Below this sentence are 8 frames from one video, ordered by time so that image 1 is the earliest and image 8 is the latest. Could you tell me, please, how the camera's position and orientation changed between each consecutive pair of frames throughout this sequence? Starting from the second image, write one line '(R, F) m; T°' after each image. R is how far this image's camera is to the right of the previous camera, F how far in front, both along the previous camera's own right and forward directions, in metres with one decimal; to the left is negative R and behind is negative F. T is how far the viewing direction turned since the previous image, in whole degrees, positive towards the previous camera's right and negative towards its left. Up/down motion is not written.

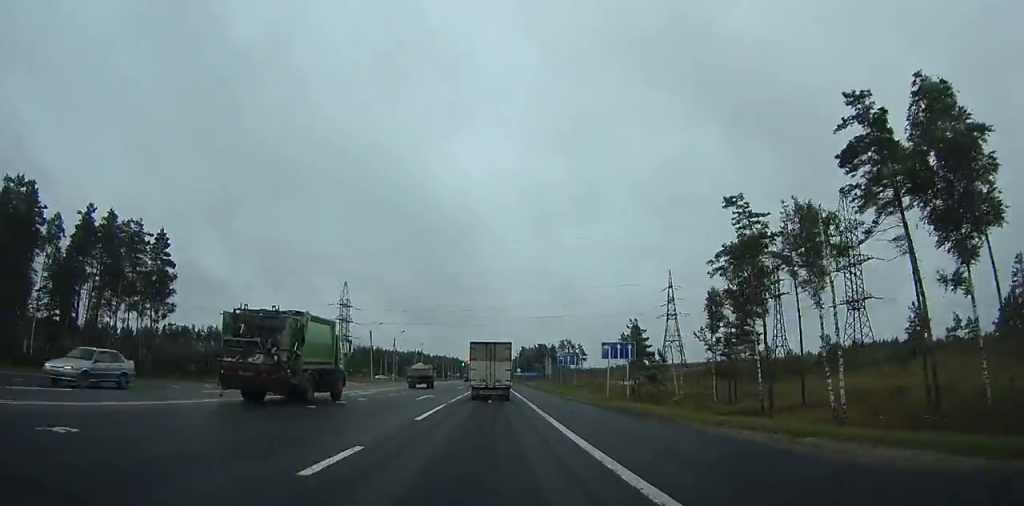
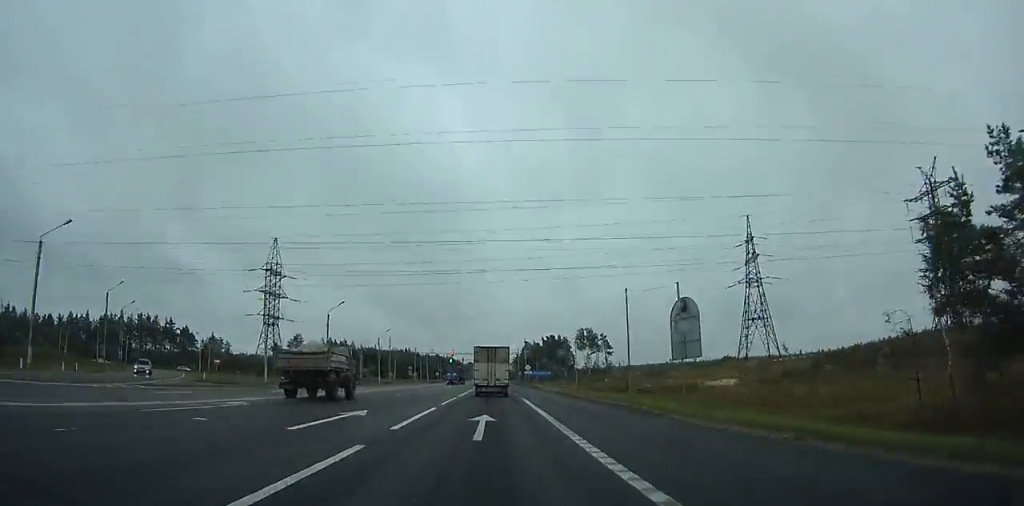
(-0.2, +60.4) m; 0°
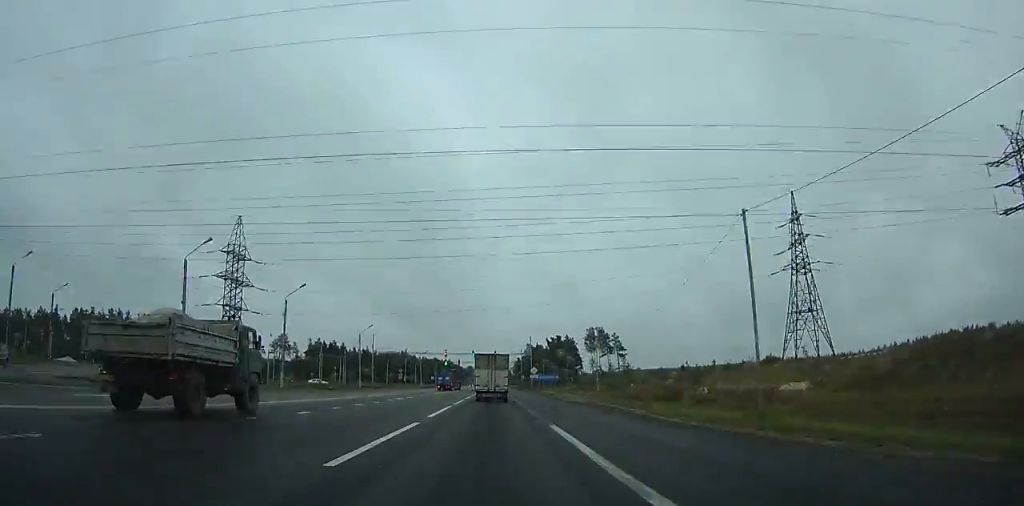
(0.0, +18.8) m; 0°
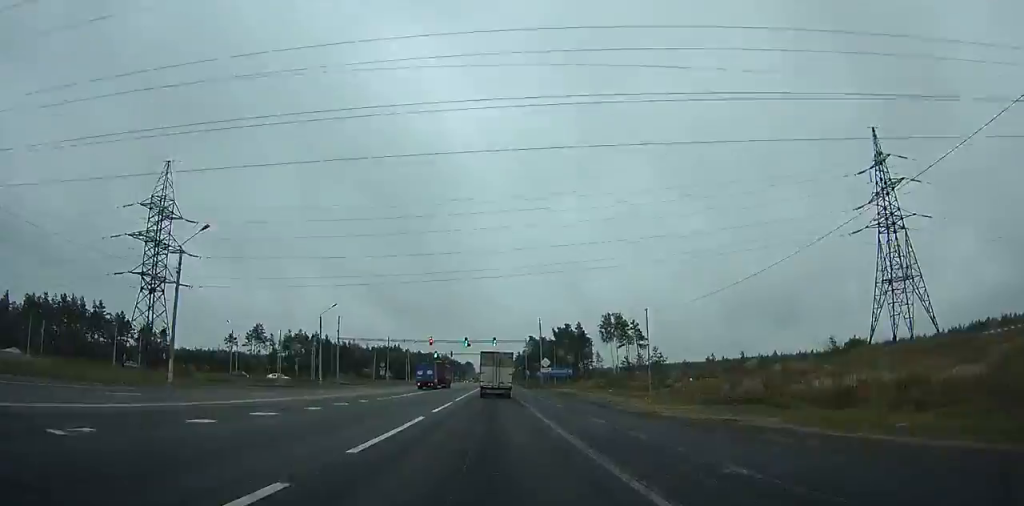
(0.0, +24.2) m; 0°
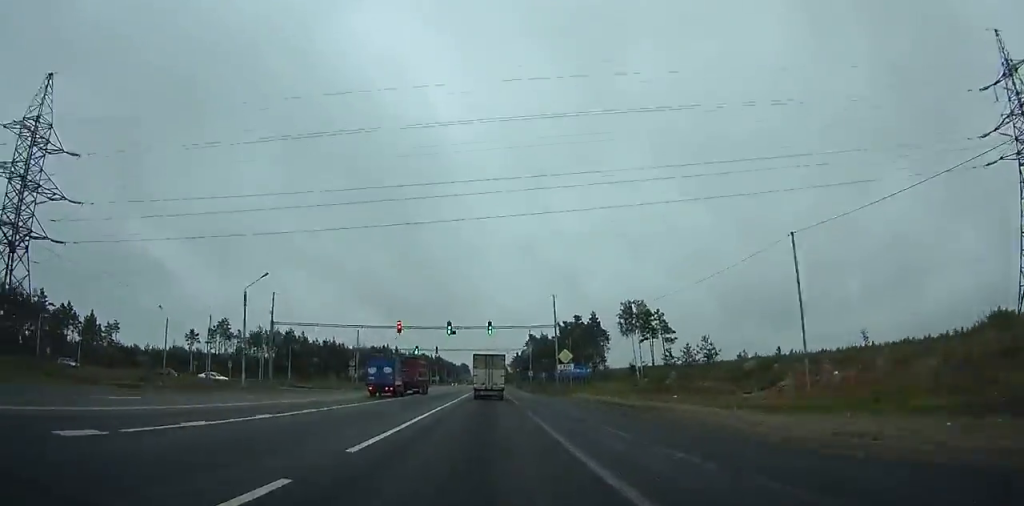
(0.0, +23.3) m; 0°
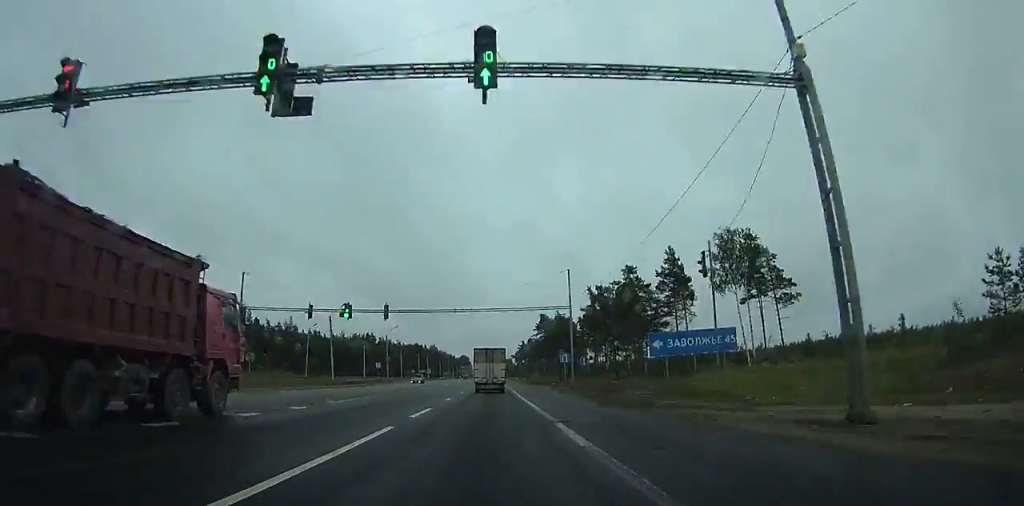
(+0.1, +42.7) m; 0°
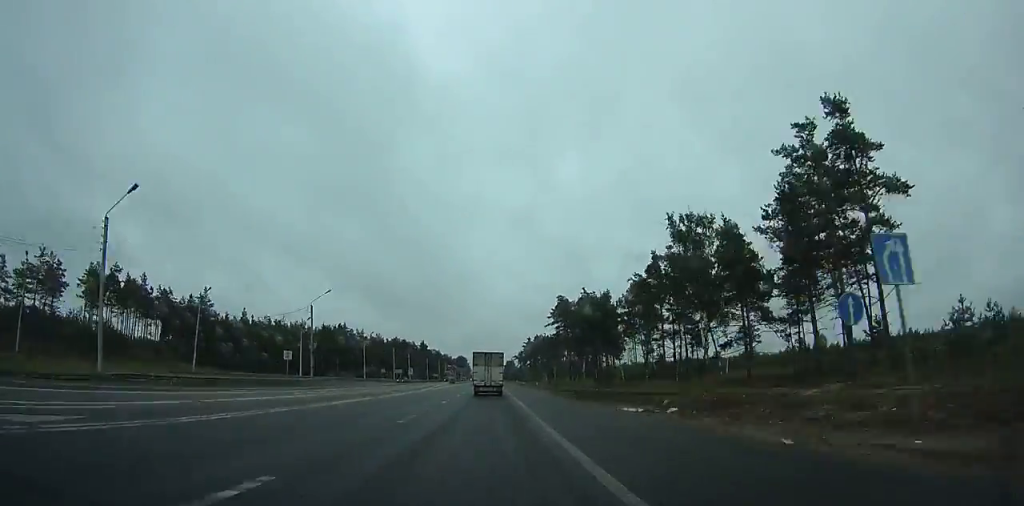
(-0.4, +45.4) m; 0°
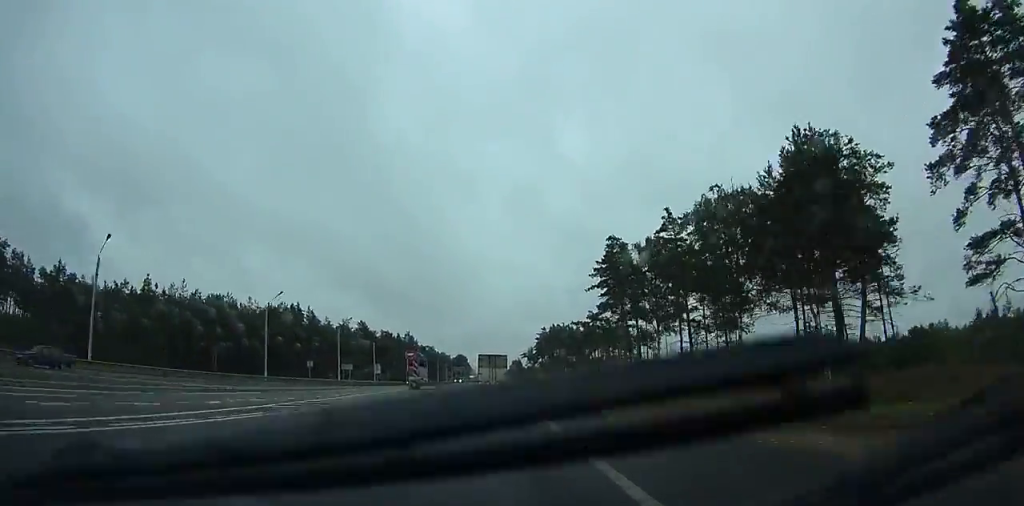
(+0.7, +58.5) m; 0°
